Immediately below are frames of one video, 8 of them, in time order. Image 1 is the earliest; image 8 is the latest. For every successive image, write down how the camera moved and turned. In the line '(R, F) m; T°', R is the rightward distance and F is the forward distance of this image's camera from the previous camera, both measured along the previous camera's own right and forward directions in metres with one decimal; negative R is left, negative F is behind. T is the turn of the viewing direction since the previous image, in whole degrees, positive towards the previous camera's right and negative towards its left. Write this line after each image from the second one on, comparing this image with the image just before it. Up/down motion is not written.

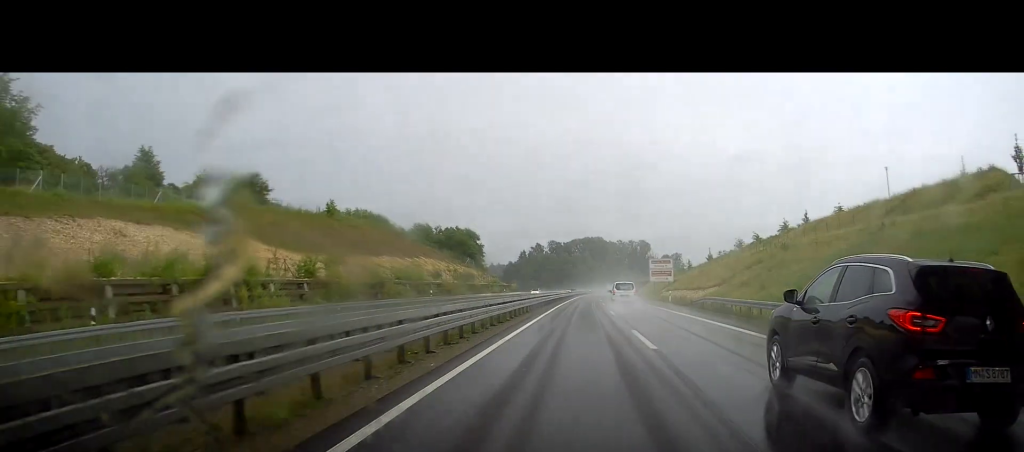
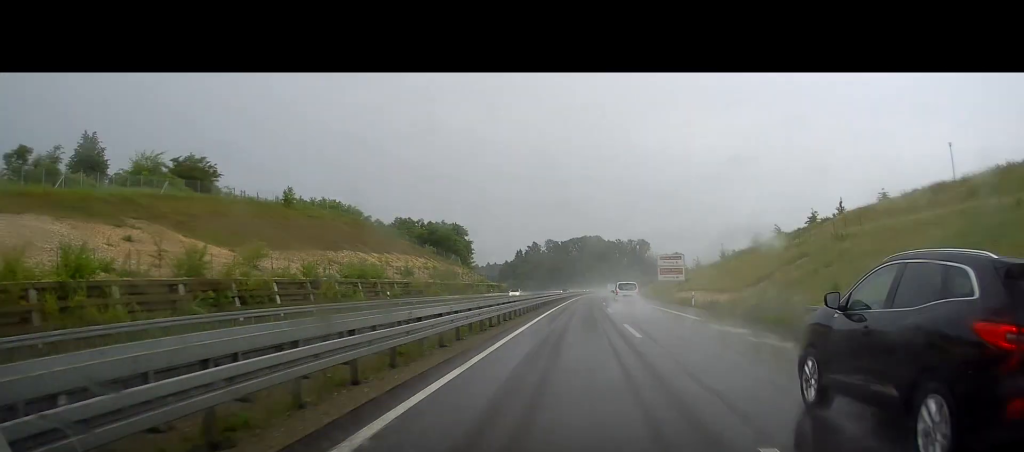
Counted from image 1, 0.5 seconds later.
(-0.2, +14.5) m; +1°
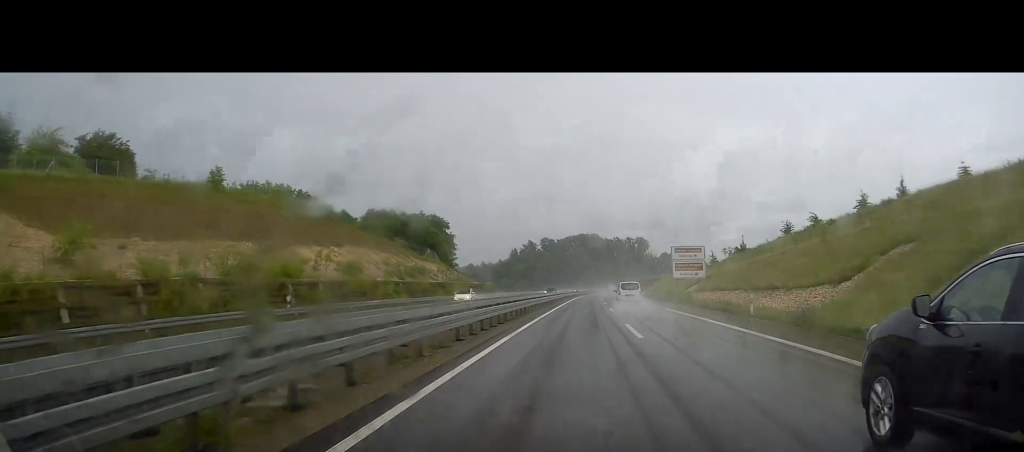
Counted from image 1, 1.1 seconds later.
(+0.2, +18.5) m; +1°
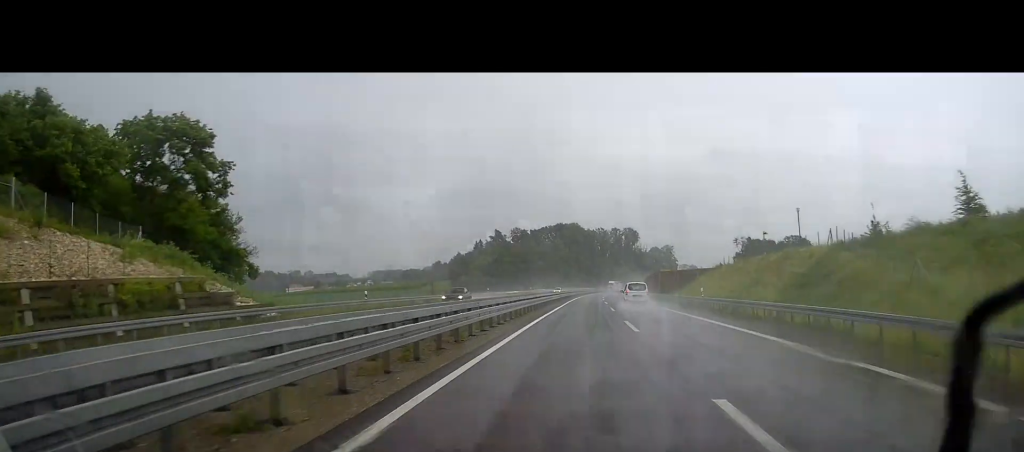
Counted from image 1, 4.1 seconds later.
(+1.3, +87.2) m; +1°
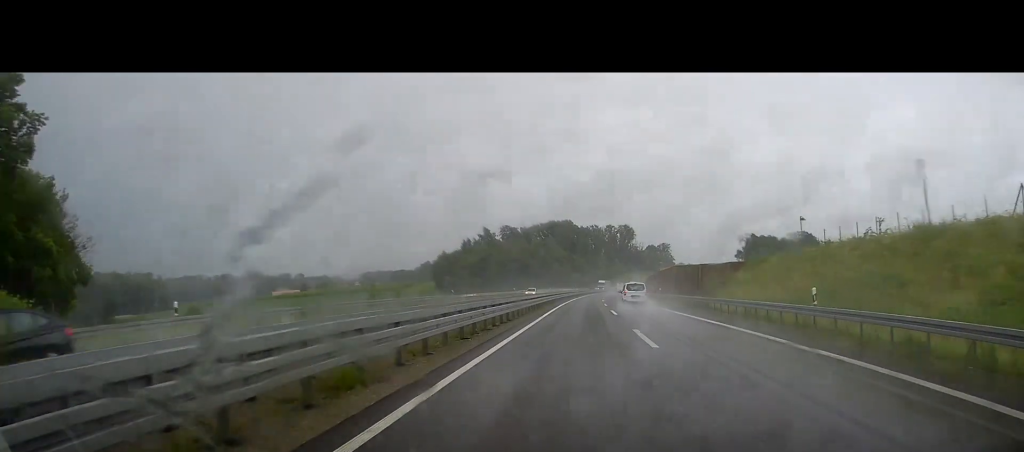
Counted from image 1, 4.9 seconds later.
(+0.2, +23.0) m; 0°
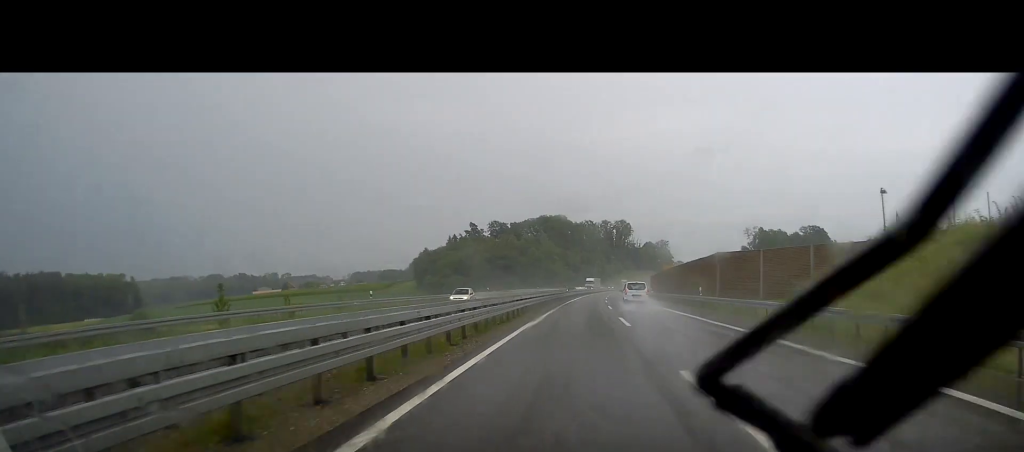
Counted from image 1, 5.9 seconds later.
(-0.1, +27.7) m; +1°
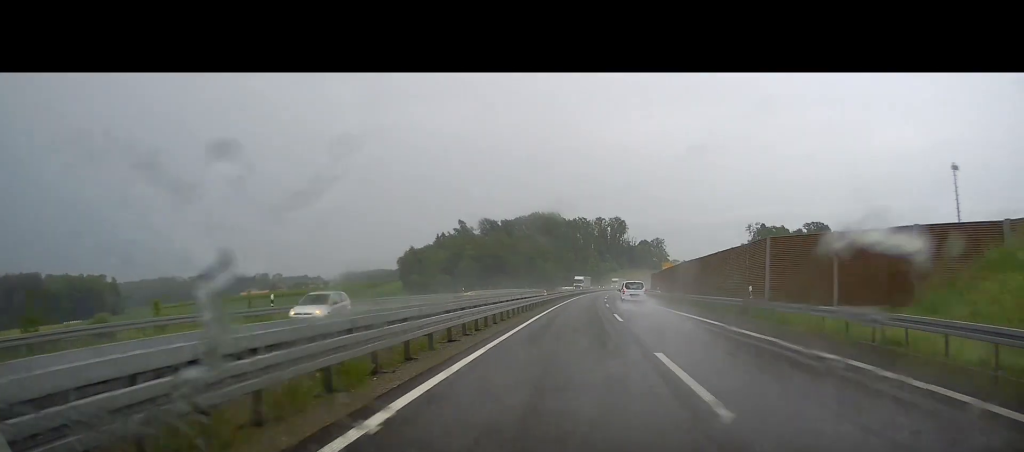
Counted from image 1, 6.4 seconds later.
(+0.4, +15.3) m; +1°
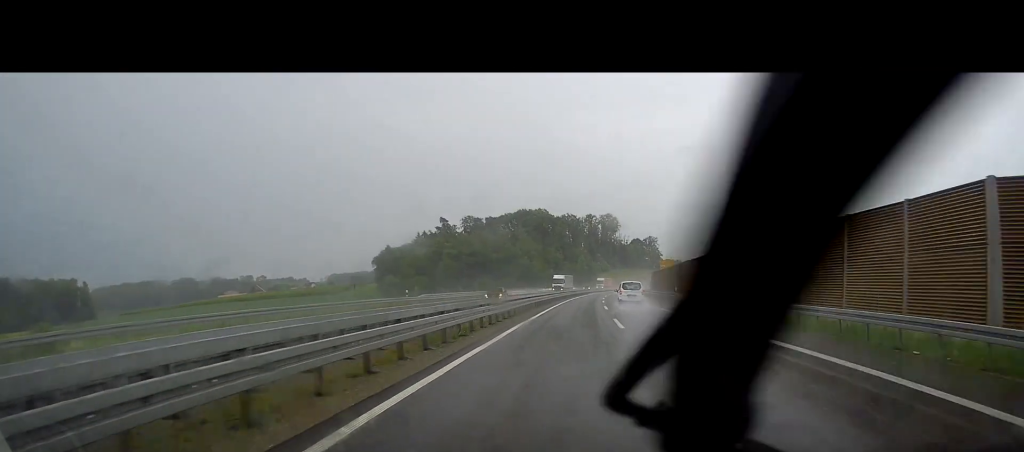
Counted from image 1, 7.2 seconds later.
(+0.2, +22.0) m; +1°
